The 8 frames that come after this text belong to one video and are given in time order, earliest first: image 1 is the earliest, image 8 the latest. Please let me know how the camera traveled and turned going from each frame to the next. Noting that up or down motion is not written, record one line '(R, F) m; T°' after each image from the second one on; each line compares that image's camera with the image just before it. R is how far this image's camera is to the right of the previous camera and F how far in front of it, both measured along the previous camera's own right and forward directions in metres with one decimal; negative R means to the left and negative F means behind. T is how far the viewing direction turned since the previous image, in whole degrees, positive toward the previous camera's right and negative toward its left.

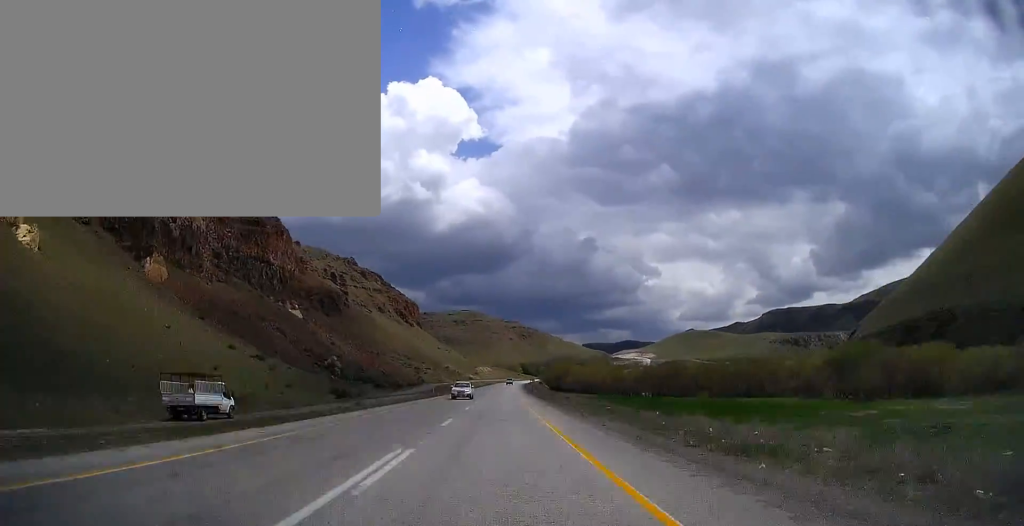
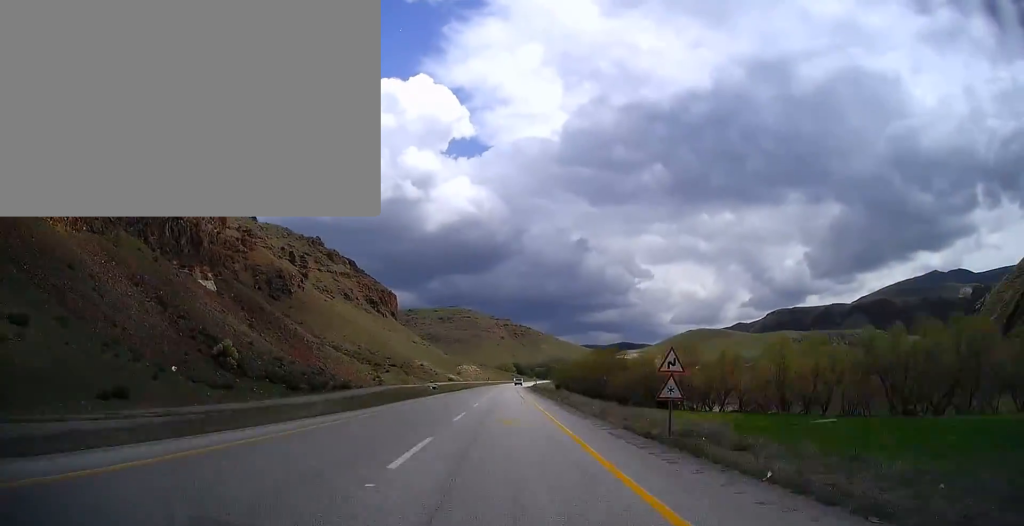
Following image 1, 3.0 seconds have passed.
(-1.0, +91.4) m; +3°
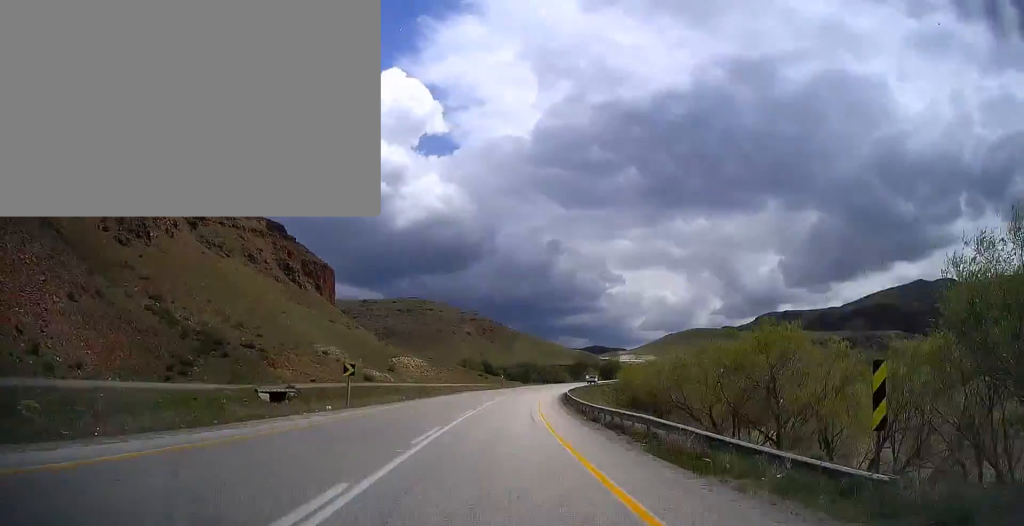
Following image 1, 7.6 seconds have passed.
(+8.1, +134.5) m; +8°
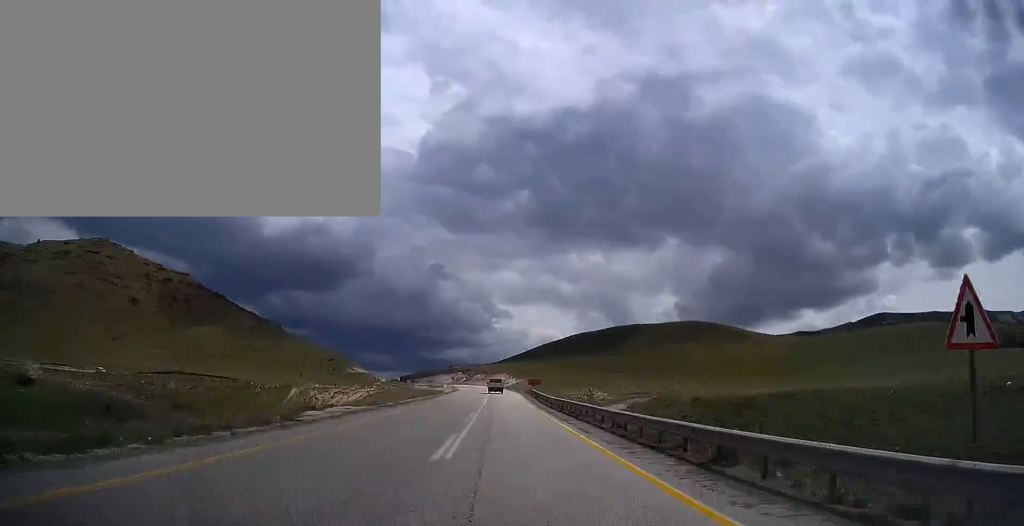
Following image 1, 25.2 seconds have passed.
(+61.1, +485.8) m; +1°
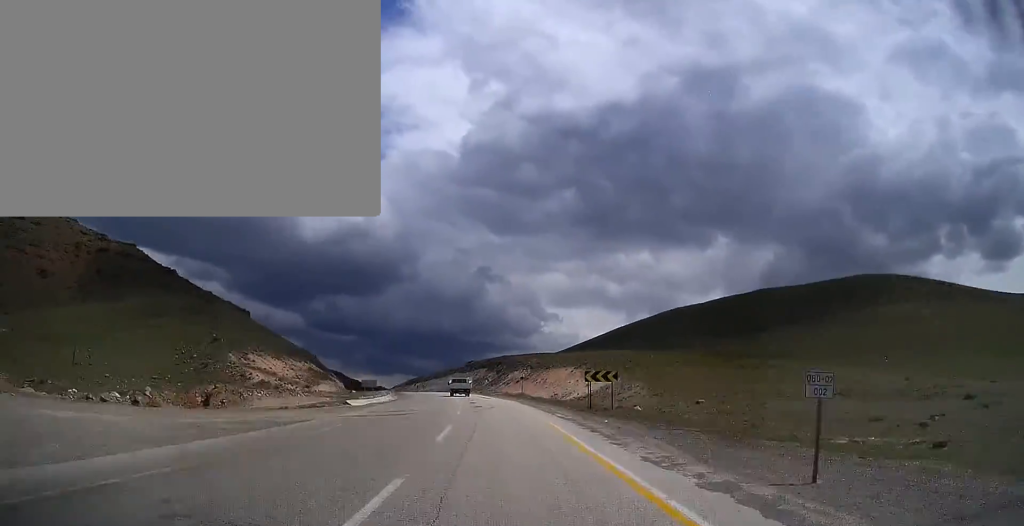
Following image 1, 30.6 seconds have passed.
(-9.5, +133.5) m; -9°
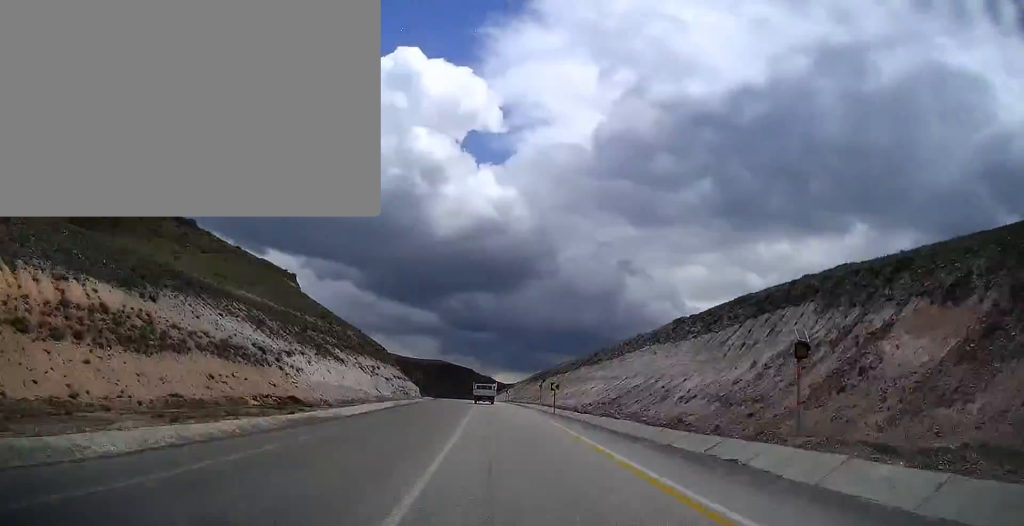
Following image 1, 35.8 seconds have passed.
(-9.5, +123.6) m; -9°
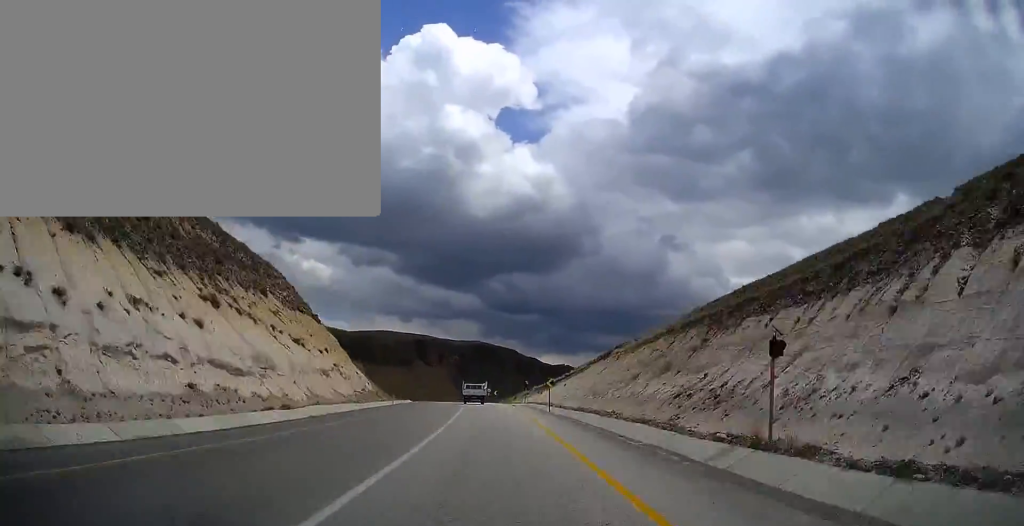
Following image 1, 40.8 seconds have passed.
(-6.8, +117.0) m; -9°
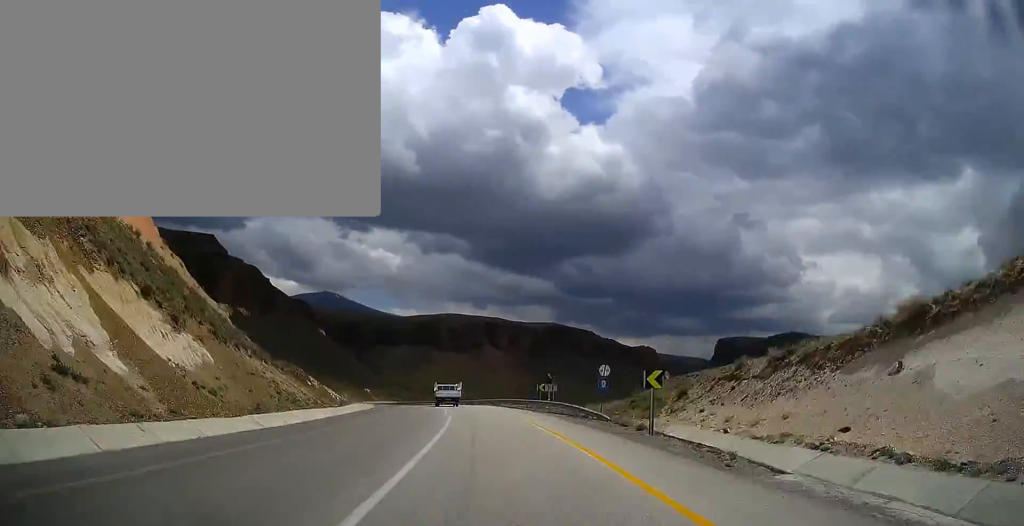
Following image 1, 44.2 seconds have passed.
(-6.3, +78.2) m; -7°
